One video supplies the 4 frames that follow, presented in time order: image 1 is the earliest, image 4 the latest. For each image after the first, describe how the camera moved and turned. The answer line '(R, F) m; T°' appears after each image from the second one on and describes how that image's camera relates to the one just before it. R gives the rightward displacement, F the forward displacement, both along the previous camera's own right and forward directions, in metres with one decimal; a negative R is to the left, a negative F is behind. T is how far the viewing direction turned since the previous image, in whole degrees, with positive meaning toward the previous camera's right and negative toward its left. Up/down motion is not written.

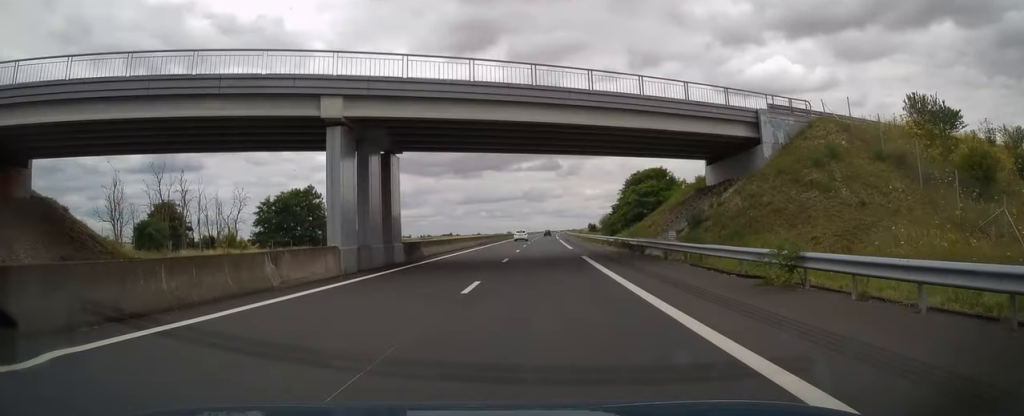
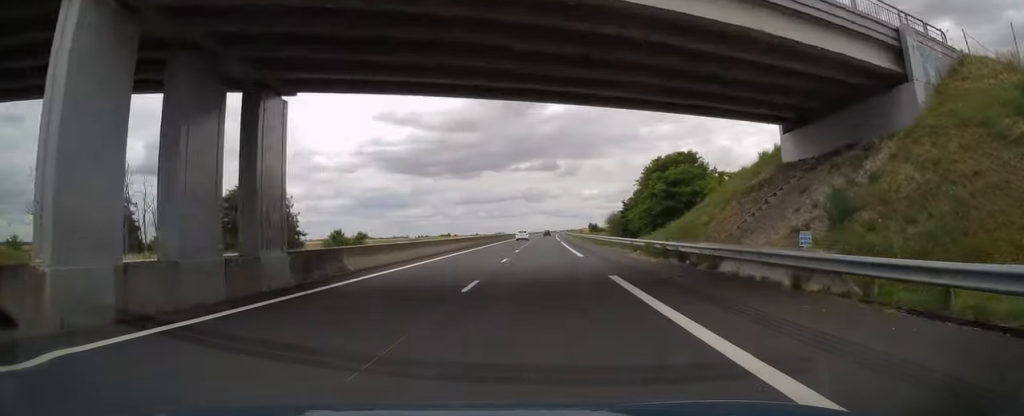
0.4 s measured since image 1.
(0.0, +12.7) m; 0°
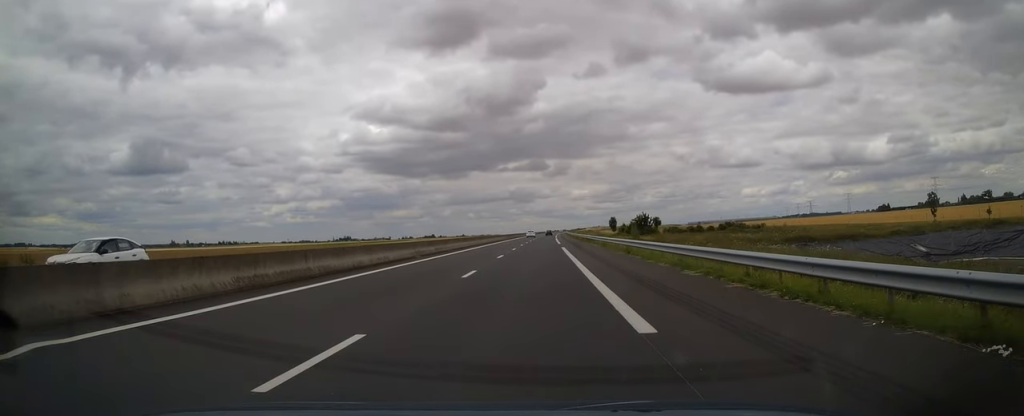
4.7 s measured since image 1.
(+1.4, +124.7) m; +1°
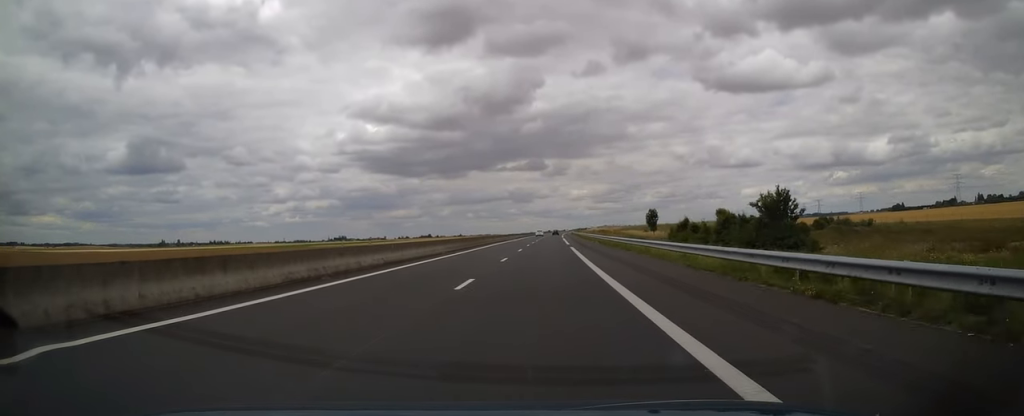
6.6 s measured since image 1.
(0.0, +55.8) m; 0°
